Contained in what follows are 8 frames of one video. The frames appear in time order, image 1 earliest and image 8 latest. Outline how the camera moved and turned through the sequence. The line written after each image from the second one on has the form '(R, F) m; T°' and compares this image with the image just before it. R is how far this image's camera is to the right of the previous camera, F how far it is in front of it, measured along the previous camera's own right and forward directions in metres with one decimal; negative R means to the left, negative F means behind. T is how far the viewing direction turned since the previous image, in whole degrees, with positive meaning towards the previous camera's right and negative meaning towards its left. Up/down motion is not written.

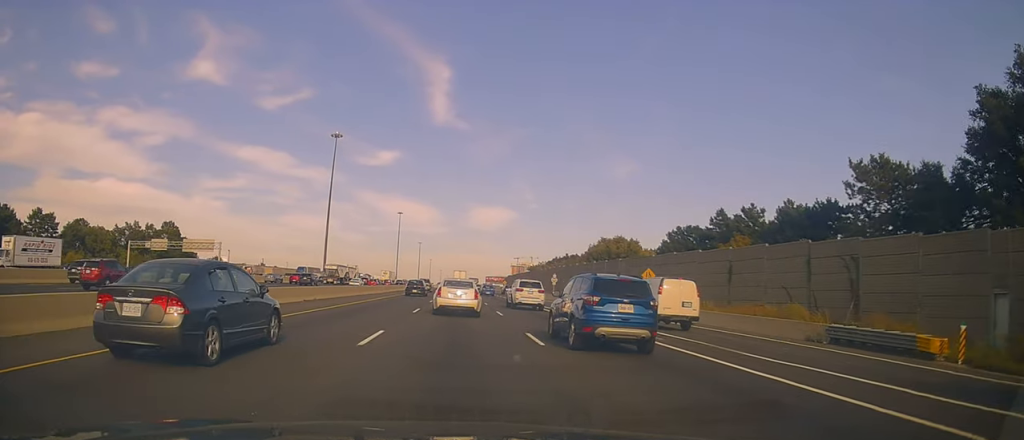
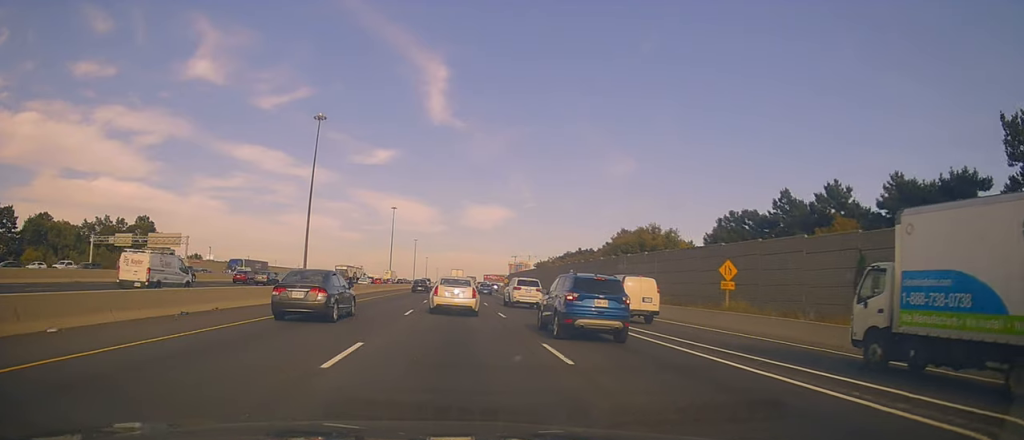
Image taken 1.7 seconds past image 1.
(-0.3, +14.6) m; +2°
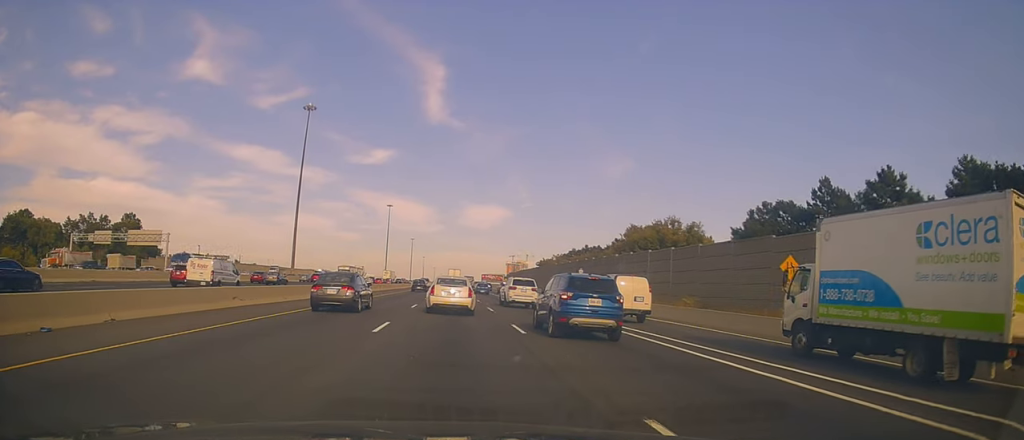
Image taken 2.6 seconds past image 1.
(+0.2, +7.2) m; 0°
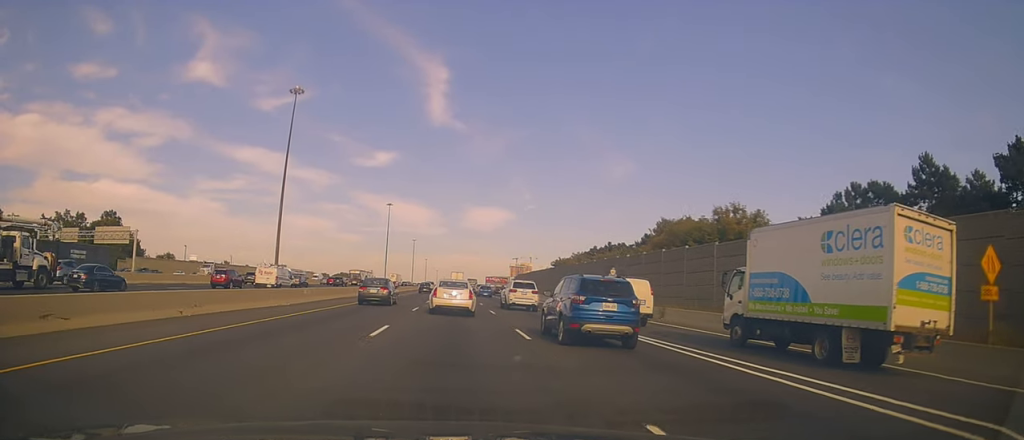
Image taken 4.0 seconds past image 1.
(-0.6, +12.8) m; -1°
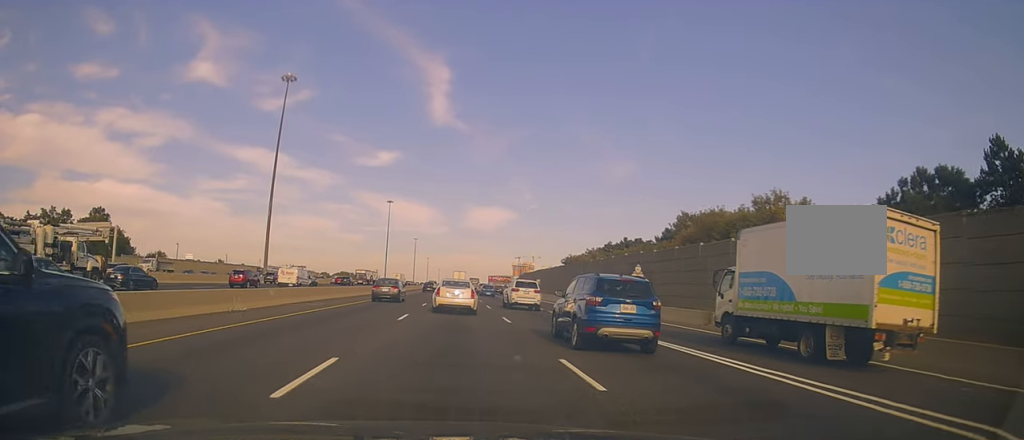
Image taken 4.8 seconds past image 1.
(+0.5, +6.7) m; -3°
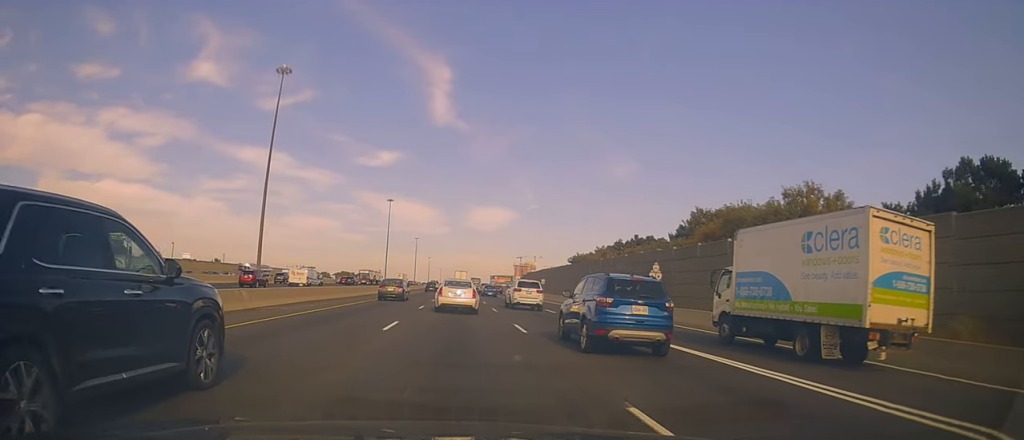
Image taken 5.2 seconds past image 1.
(0.0, +3.9) m; -1°
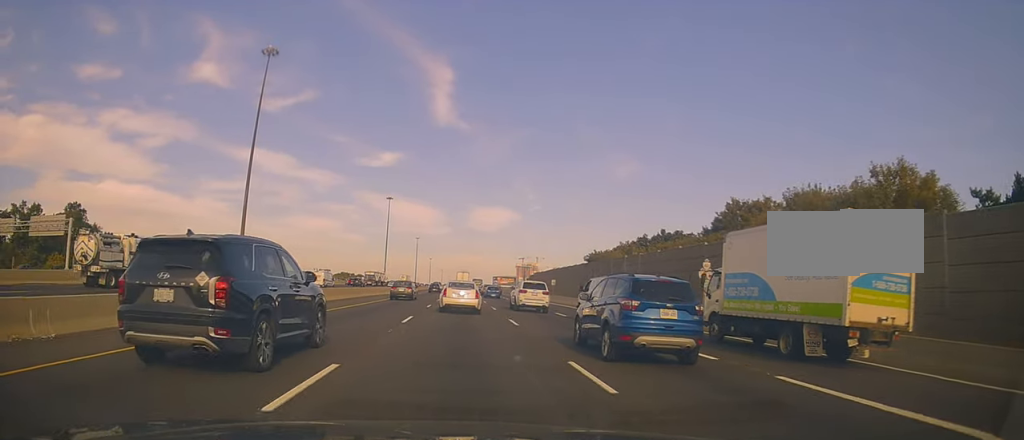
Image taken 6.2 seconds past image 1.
(-0.8, +8.6) m; +1°
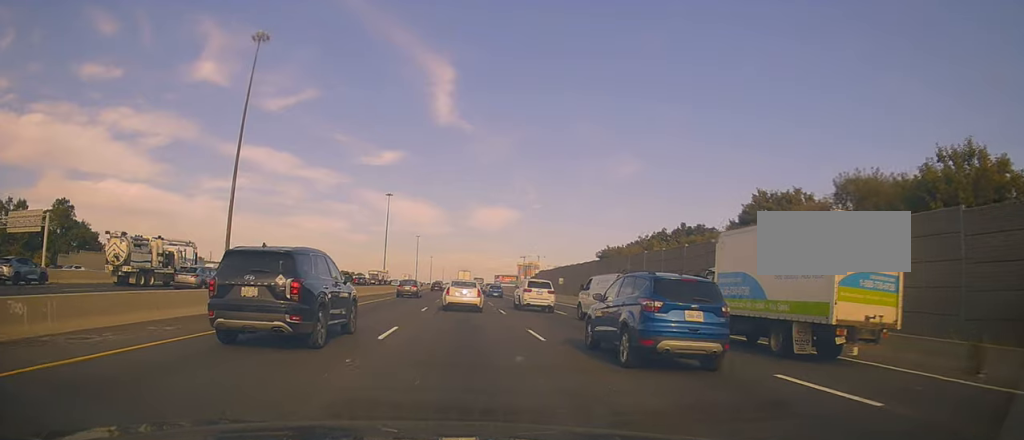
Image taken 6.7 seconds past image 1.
(+0.7, +5.4) m; +1°
